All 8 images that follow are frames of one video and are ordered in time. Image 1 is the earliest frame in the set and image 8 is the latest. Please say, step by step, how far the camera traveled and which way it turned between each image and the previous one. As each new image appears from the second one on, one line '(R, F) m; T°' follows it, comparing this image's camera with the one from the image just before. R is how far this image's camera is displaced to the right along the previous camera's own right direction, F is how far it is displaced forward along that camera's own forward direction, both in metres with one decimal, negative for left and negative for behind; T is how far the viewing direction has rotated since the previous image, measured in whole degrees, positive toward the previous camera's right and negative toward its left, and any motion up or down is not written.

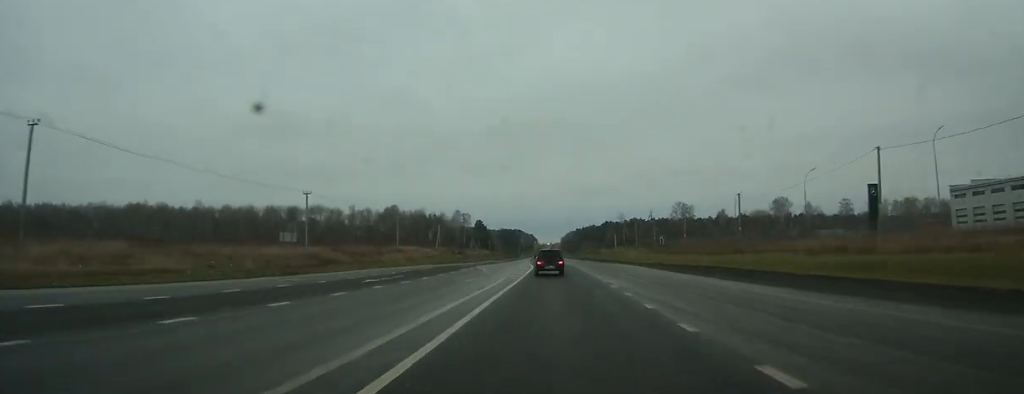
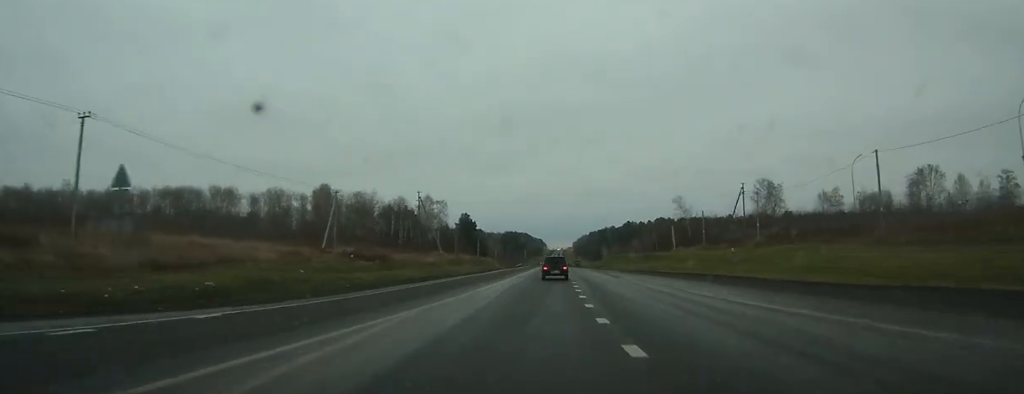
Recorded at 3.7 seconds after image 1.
(-0.5, +96.1) m; -1°
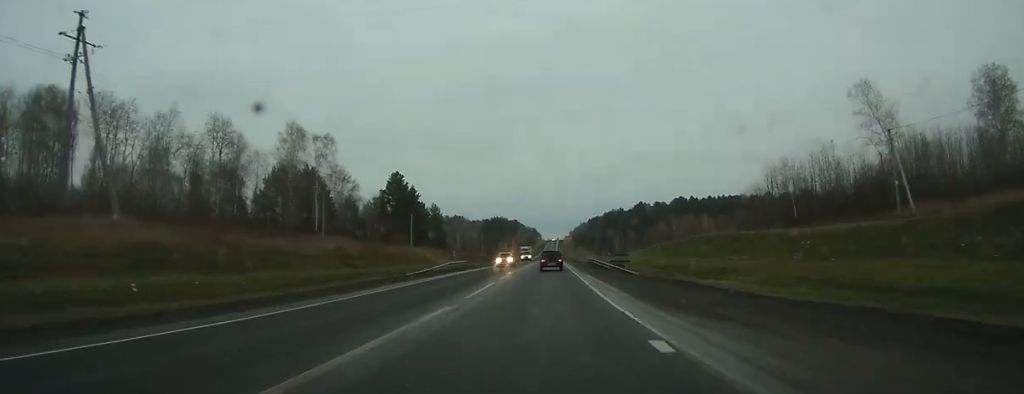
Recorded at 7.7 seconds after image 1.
(-0.2, +107.7) m; 0°
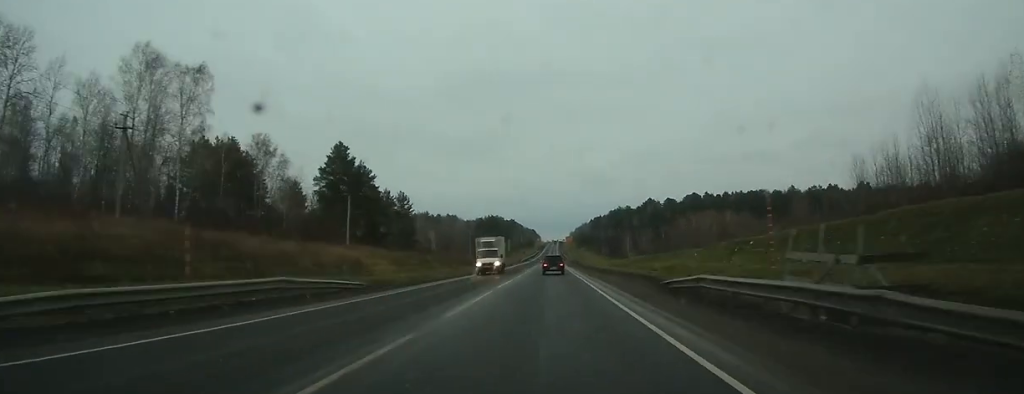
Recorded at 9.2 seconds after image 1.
(0.0, +42.2) m; 0°
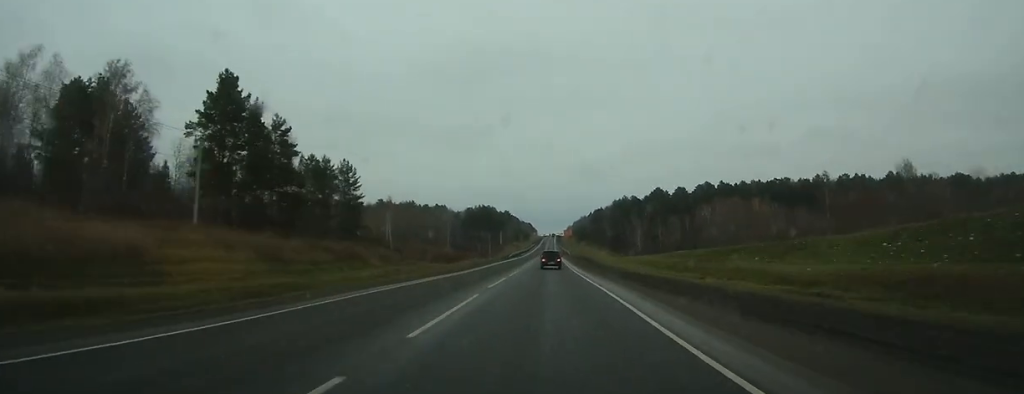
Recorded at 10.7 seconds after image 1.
(-0.1, +39.0) m; 0°
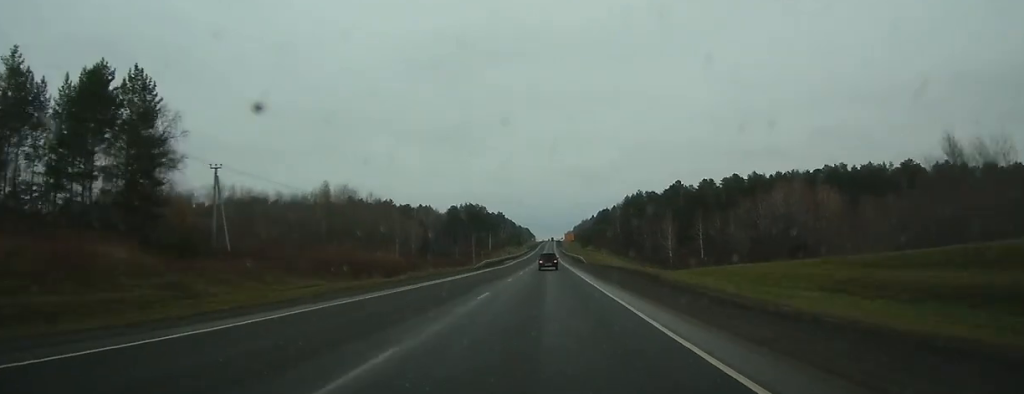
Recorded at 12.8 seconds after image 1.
(+0.3, +52.3) m; 0°
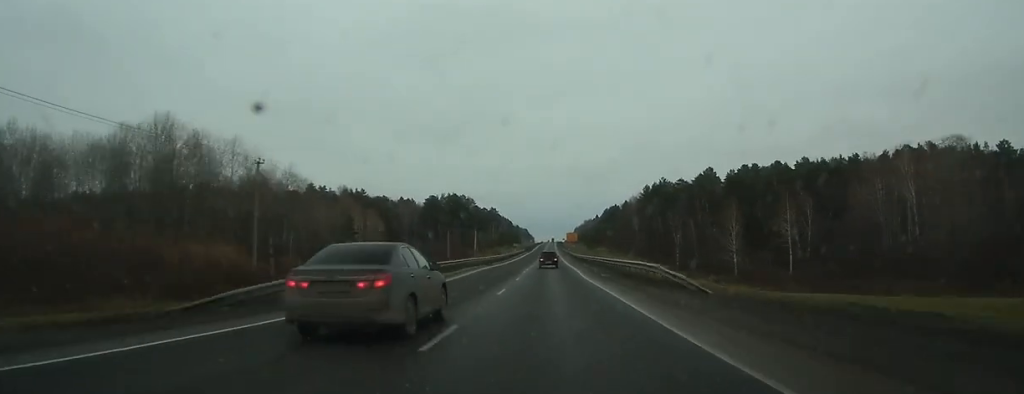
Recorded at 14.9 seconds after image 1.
(0.0, +47.5) m; 0°
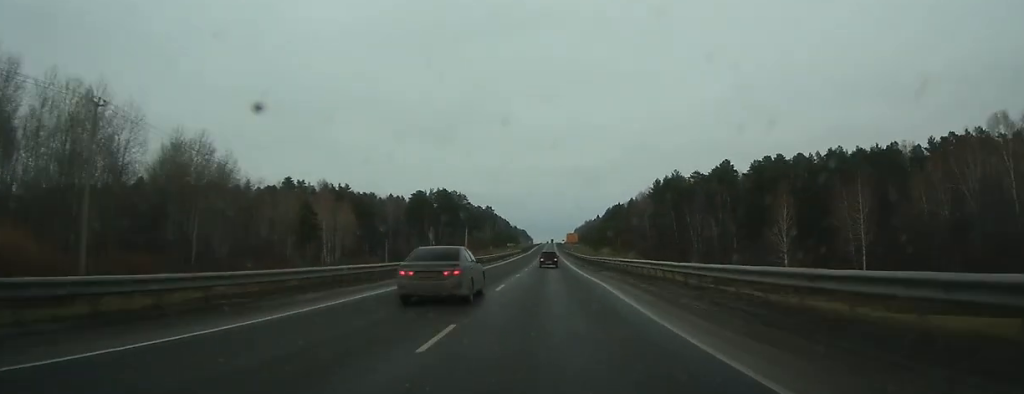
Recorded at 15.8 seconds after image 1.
(+0.1, +20.6) m; 0°
